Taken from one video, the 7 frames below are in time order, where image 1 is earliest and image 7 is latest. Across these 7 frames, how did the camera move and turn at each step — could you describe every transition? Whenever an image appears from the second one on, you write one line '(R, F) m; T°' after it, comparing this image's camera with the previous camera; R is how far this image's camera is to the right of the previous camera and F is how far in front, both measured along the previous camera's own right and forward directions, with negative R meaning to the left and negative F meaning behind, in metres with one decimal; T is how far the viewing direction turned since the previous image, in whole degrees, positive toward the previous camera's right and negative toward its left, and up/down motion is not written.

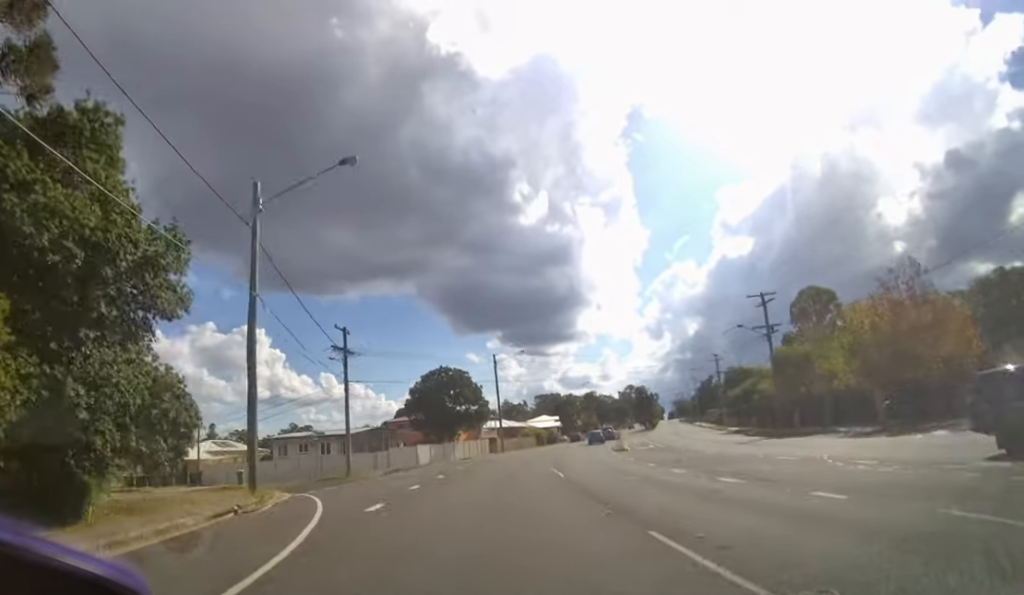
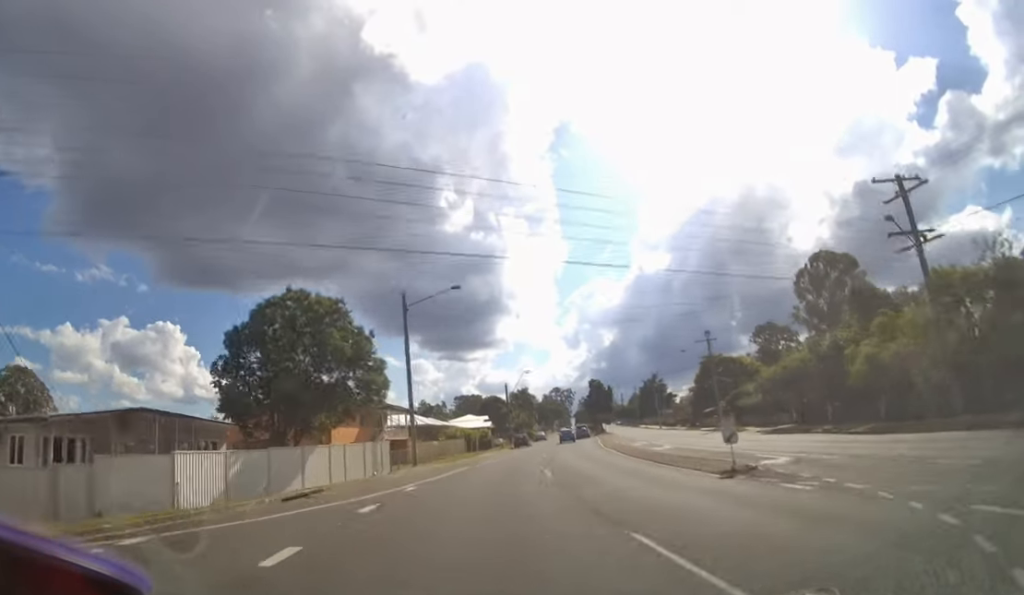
(+1.6, +22.8) m; +9°
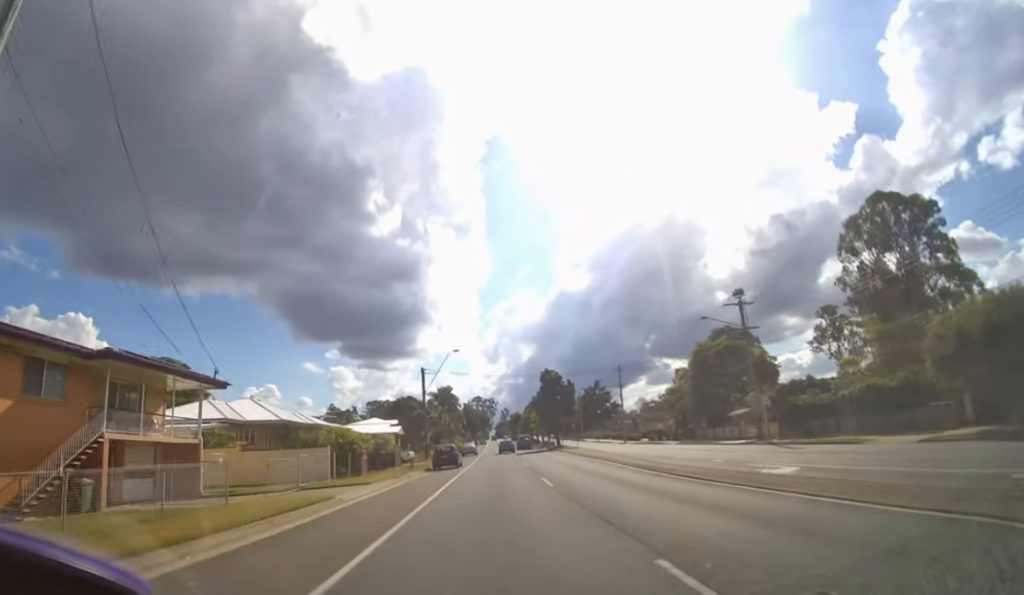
(+1.7, +22.0) m; +8°
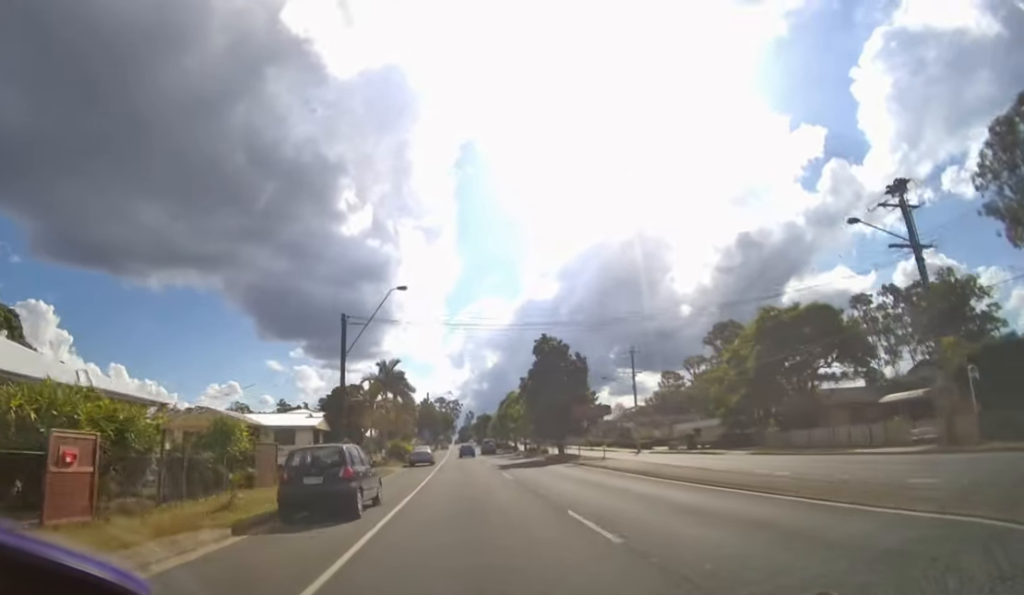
(+0.9, +18.8) m; +5°
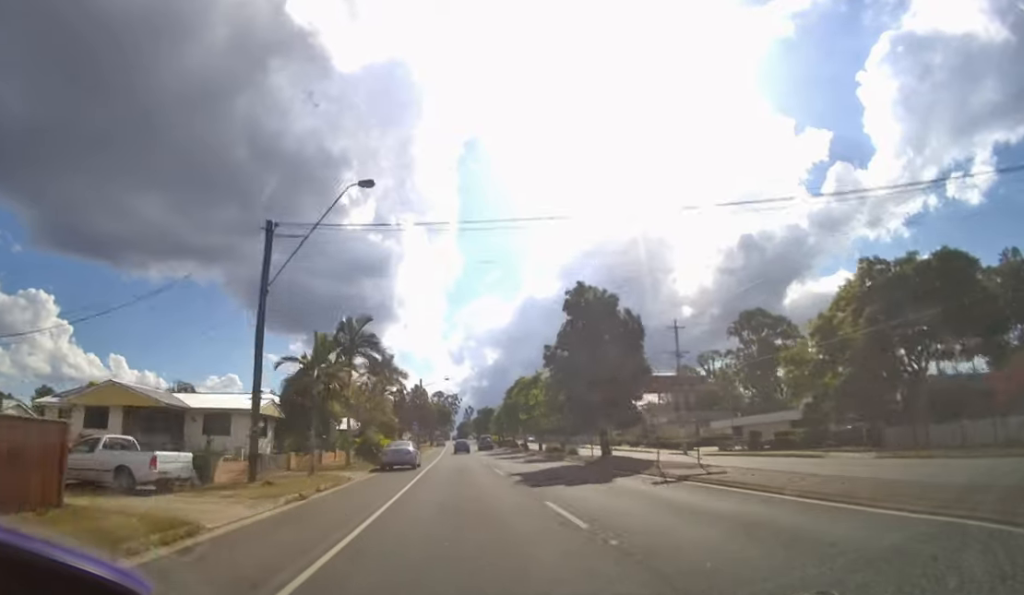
(+0.3, +11.9) m; +1°
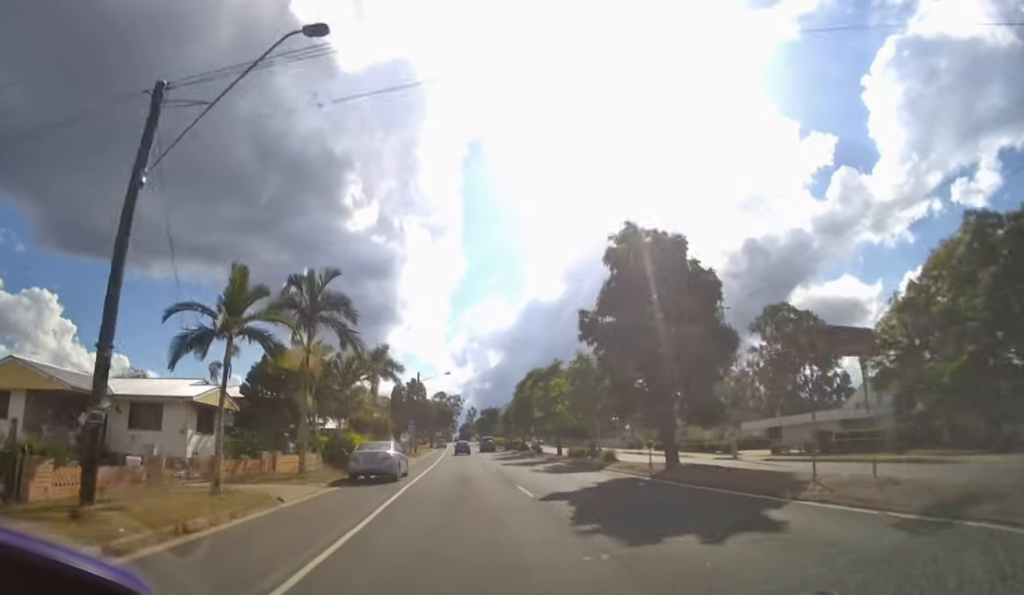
(+0.1, +7.5) m; 0°
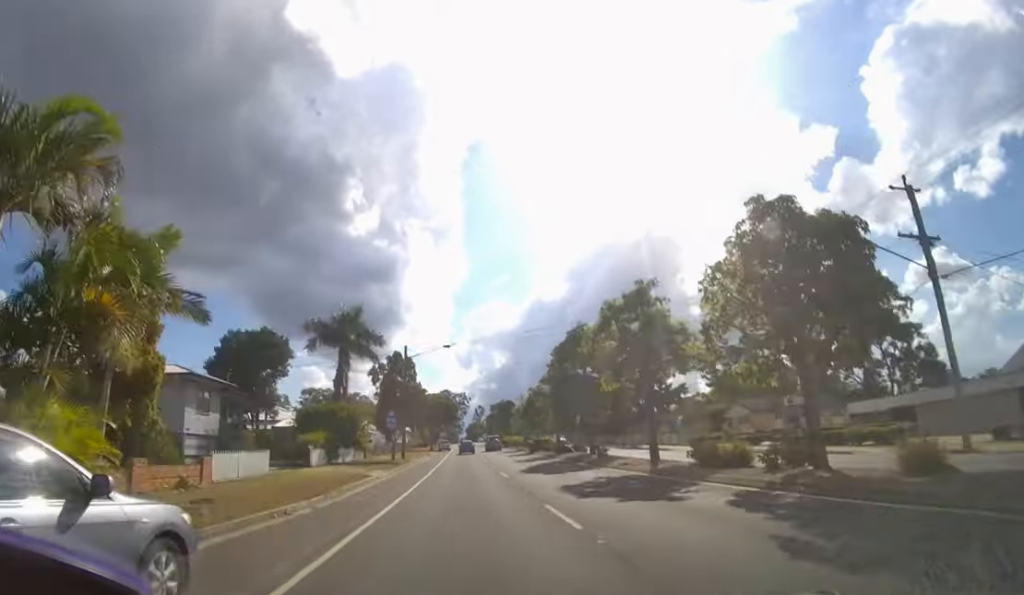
(0.0, +19.0) m; 0°
